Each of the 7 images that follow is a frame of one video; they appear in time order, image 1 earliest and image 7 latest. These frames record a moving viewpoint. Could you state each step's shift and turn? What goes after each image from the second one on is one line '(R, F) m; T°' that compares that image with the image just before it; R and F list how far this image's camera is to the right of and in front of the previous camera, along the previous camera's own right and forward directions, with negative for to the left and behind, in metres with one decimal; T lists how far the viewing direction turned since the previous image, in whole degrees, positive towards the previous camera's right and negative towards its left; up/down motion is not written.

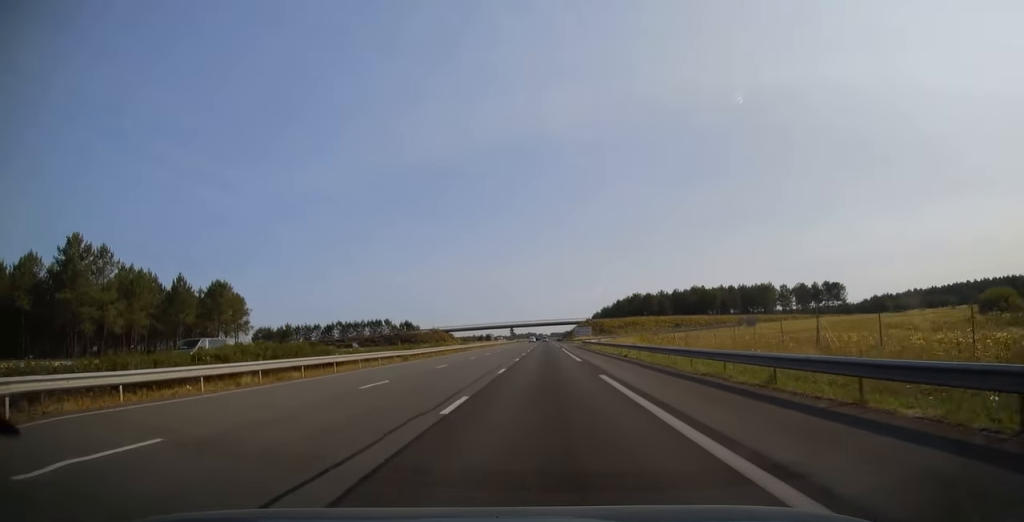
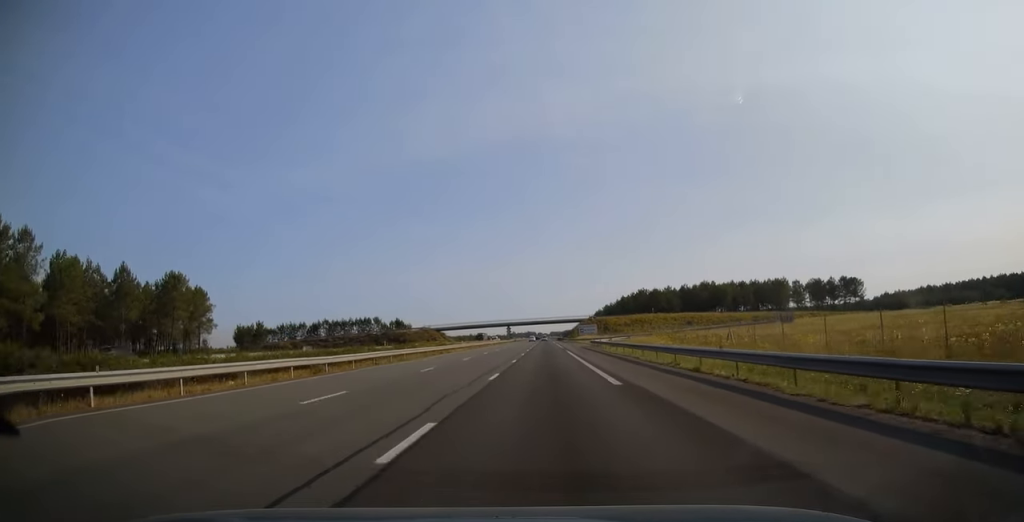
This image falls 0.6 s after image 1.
(0.0, +17.2) m; 0°
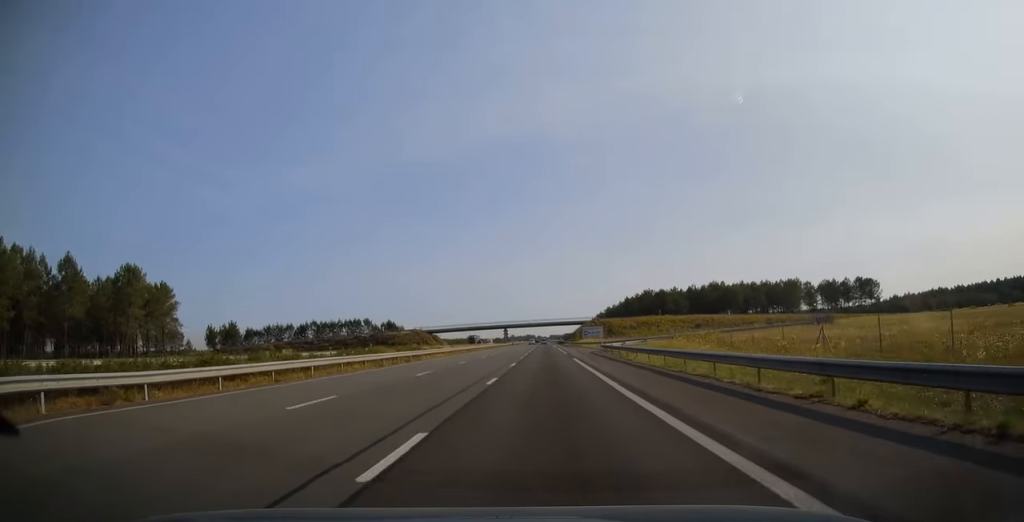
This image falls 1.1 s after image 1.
(0.0, +13.8) m; 0°
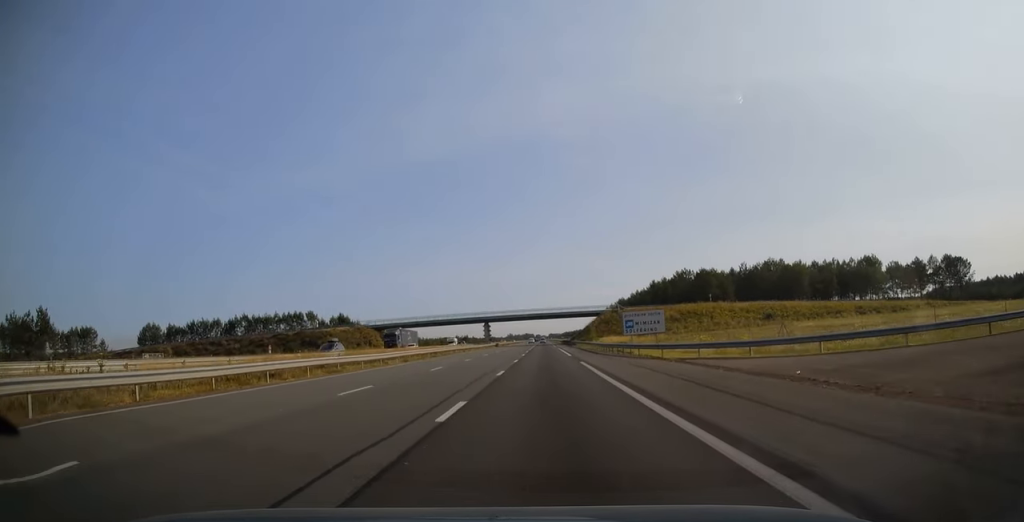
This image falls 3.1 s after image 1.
(-0.1, +60.5) m; 0°
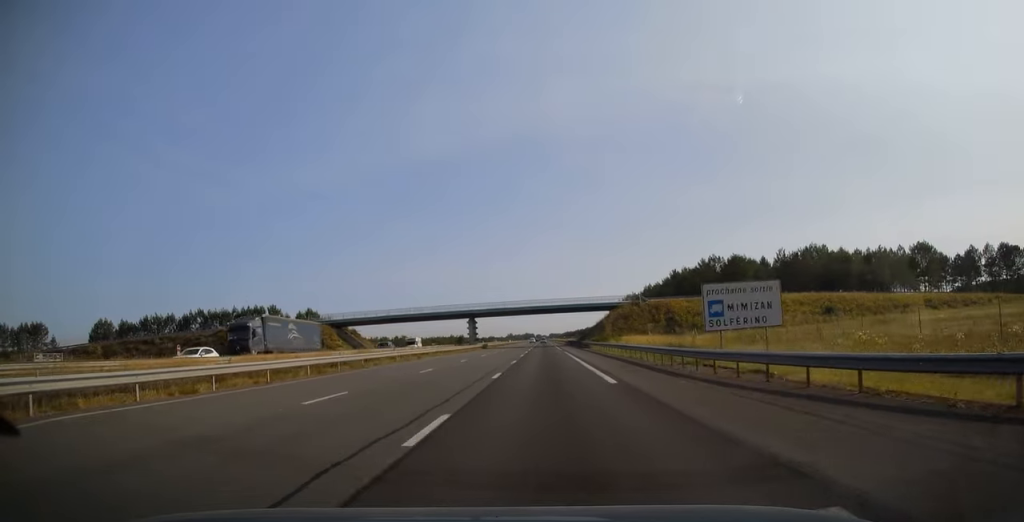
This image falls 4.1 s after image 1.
(+0.1, +28.0) m; 0°
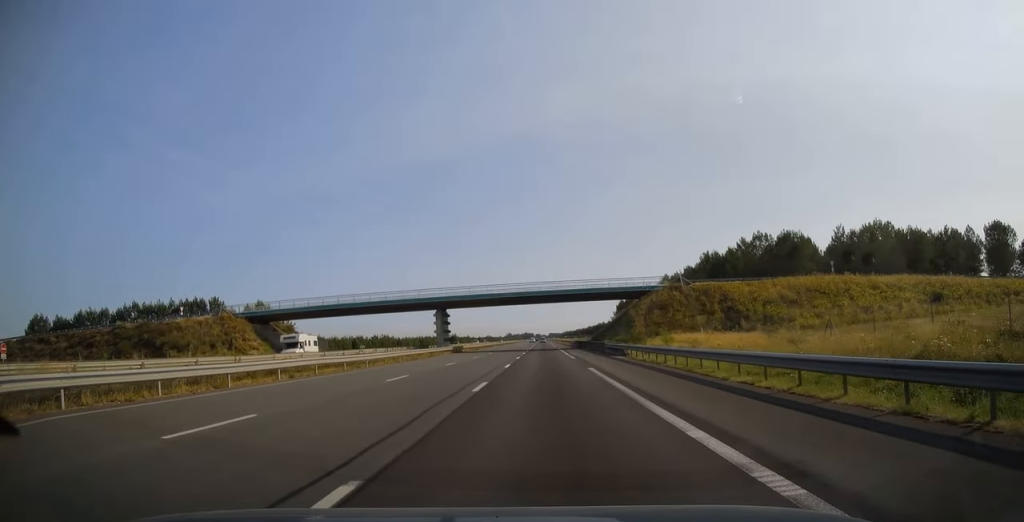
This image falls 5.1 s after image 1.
(0.0, +31.0) m; 0°
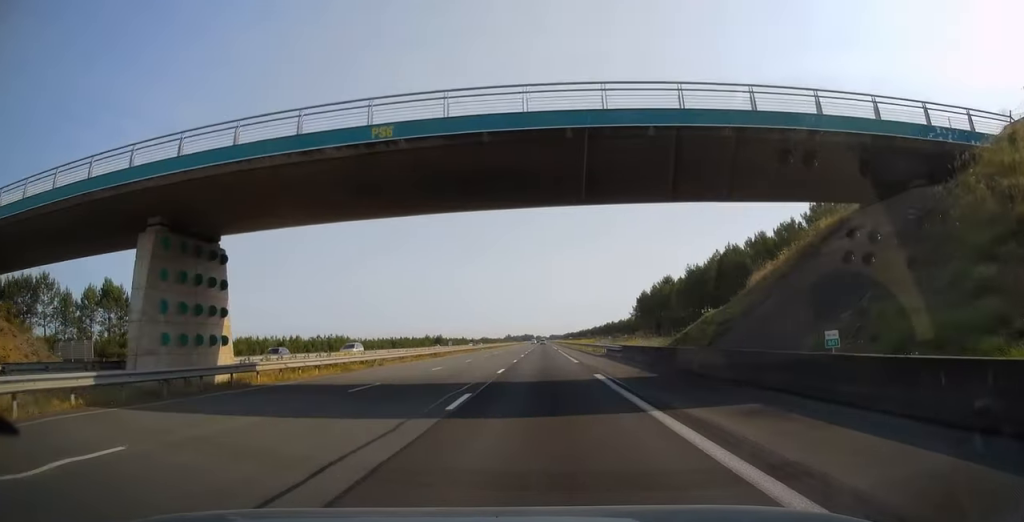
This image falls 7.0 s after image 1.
(+0.1, +55.6) m; 0°
